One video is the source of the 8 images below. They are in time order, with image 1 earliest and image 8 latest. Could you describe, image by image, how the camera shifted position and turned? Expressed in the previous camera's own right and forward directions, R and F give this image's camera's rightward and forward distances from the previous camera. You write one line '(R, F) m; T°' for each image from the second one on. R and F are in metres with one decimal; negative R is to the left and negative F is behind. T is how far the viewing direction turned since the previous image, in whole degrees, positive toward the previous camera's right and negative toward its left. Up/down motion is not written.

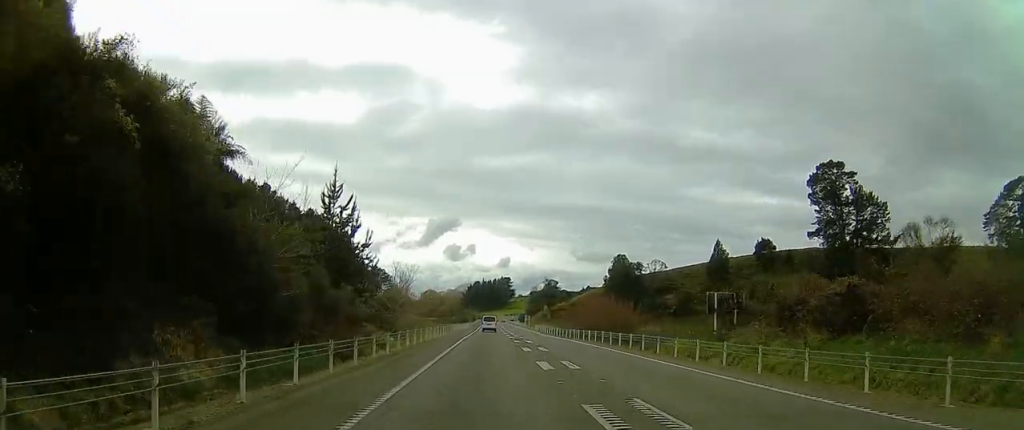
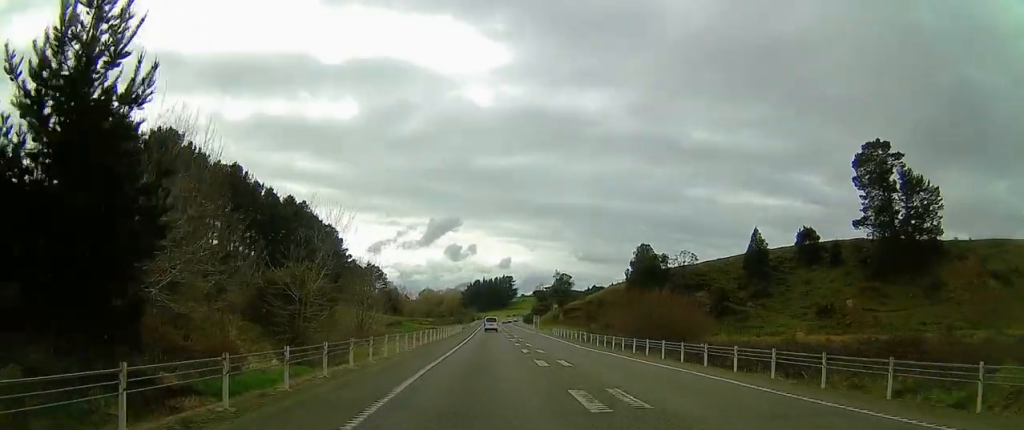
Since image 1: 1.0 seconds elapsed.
(-0.1, +27.9) m; 0°
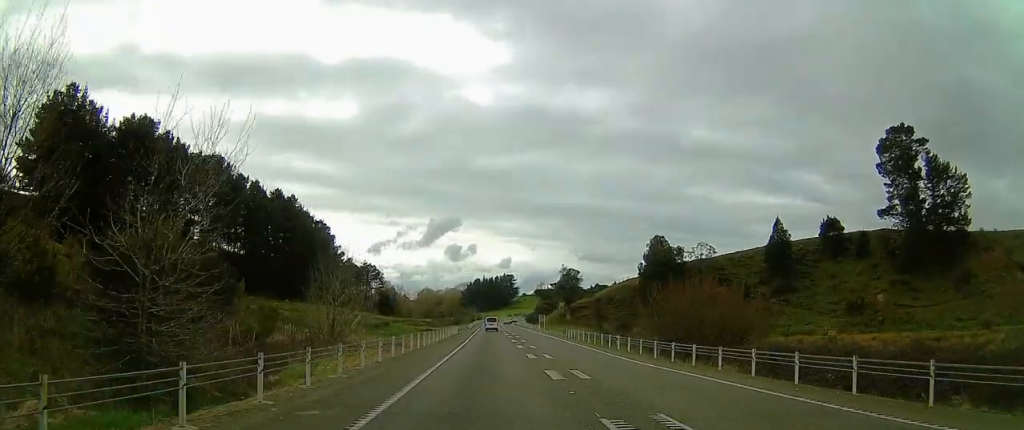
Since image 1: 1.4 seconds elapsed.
(+0.4, +13.6) m; 0°
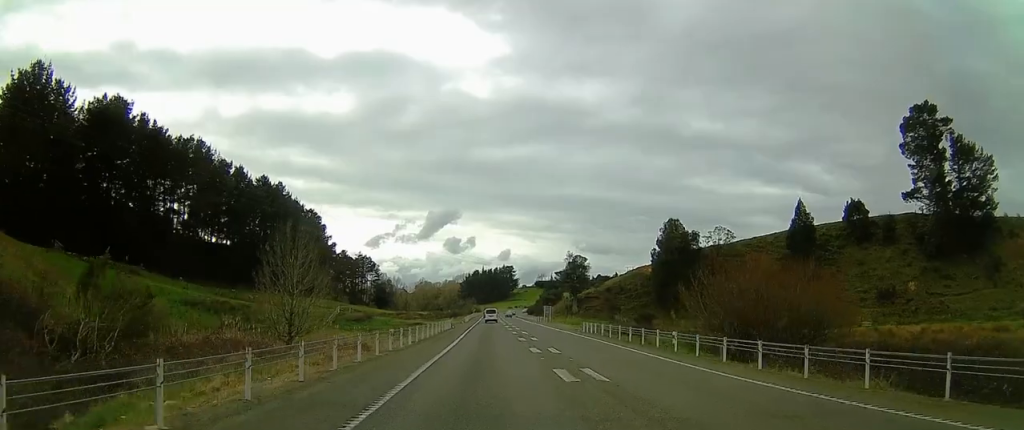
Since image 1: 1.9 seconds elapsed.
(-0.3, +12.5) m; 0°
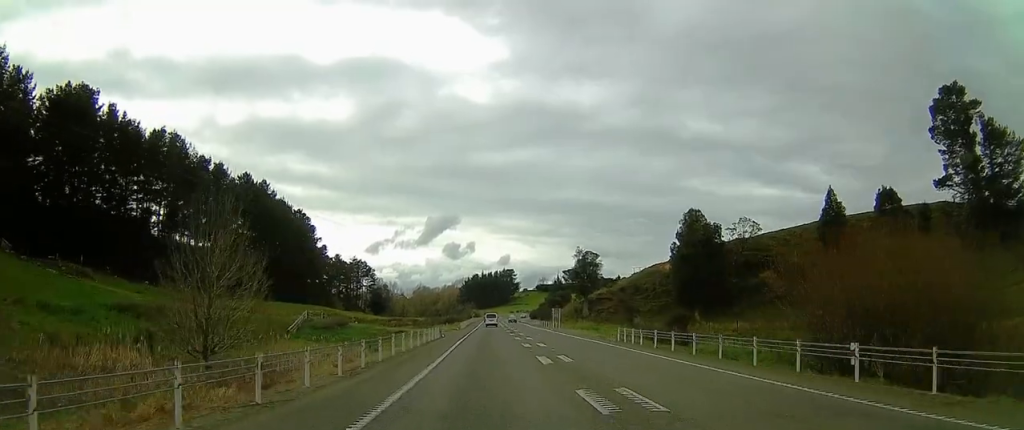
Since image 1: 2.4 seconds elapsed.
(-0.5, +14.4) m; 0°
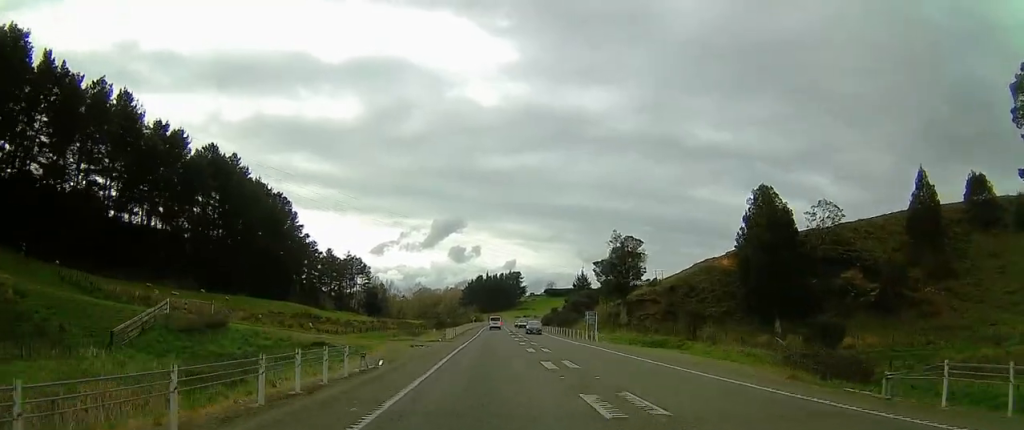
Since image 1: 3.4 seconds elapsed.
(+1.0, +29.4) m; +4°
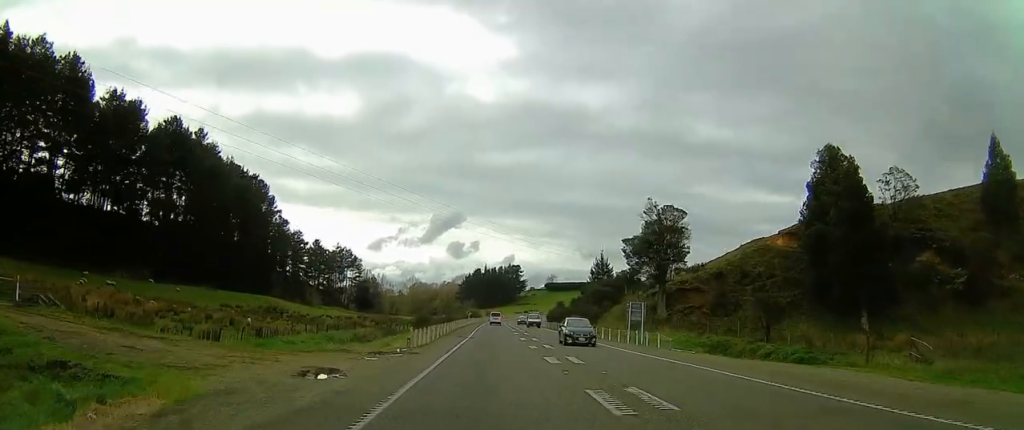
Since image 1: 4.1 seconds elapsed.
(+0.6, +19.8) m; +1°
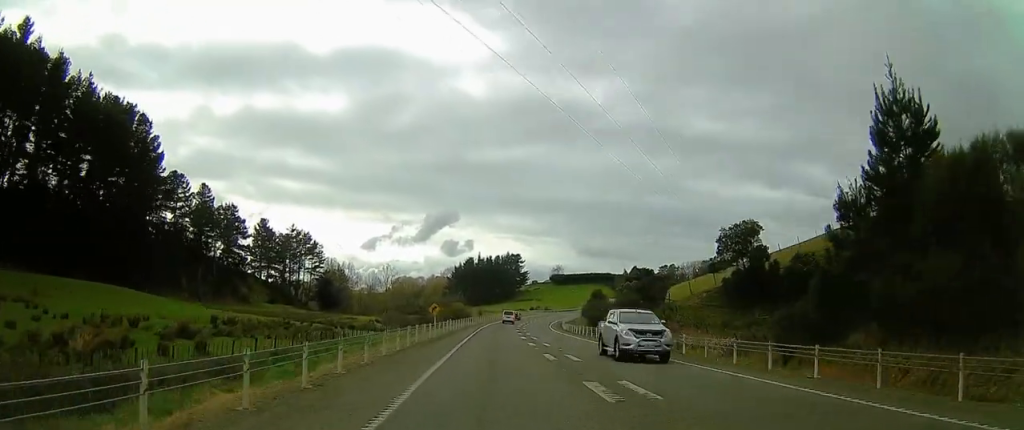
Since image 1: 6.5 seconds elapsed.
(+0.8, +66.2) m; +1°
